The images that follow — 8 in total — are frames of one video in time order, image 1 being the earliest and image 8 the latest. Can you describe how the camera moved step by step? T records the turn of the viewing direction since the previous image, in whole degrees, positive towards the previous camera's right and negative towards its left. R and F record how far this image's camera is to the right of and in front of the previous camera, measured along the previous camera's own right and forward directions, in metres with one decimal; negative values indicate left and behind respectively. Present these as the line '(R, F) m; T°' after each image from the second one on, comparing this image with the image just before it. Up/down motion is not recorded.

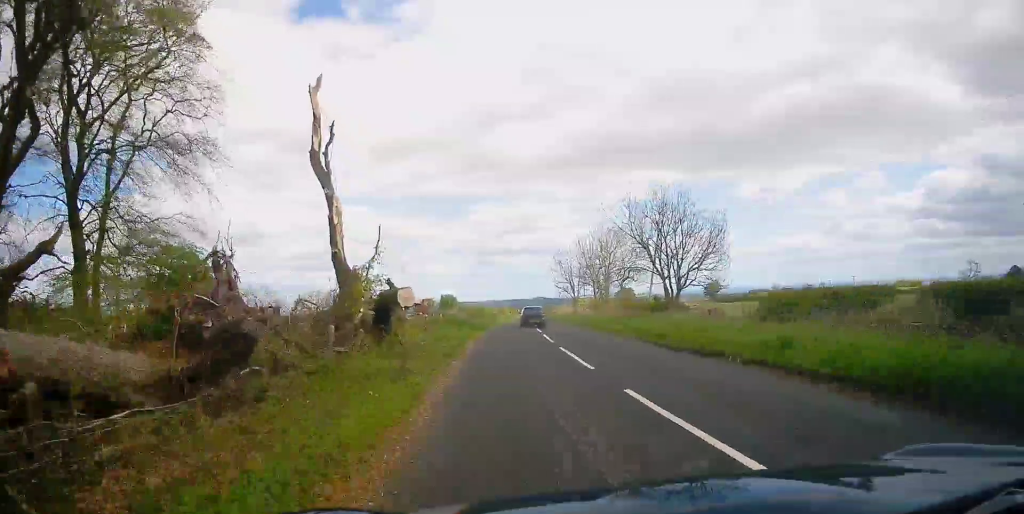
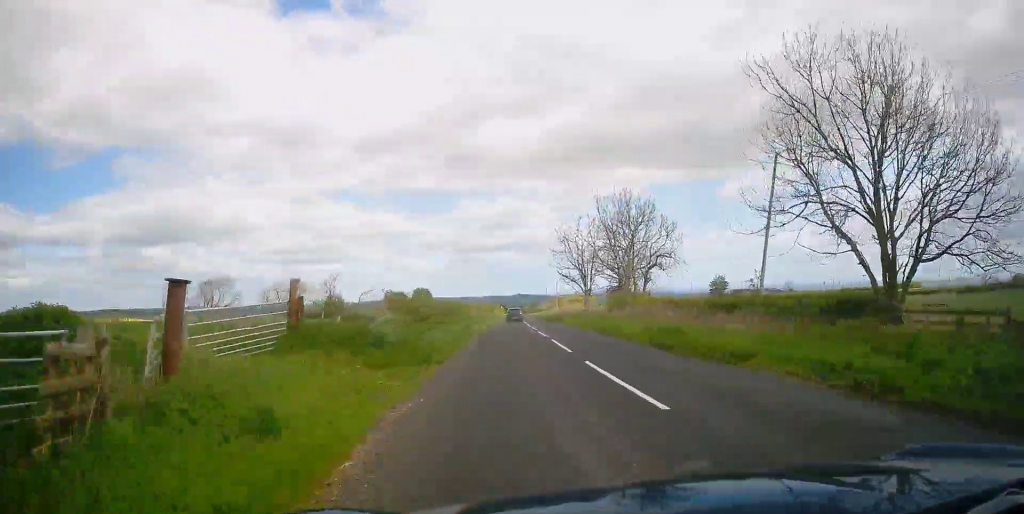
(-0.6, +22.0) m; 0°
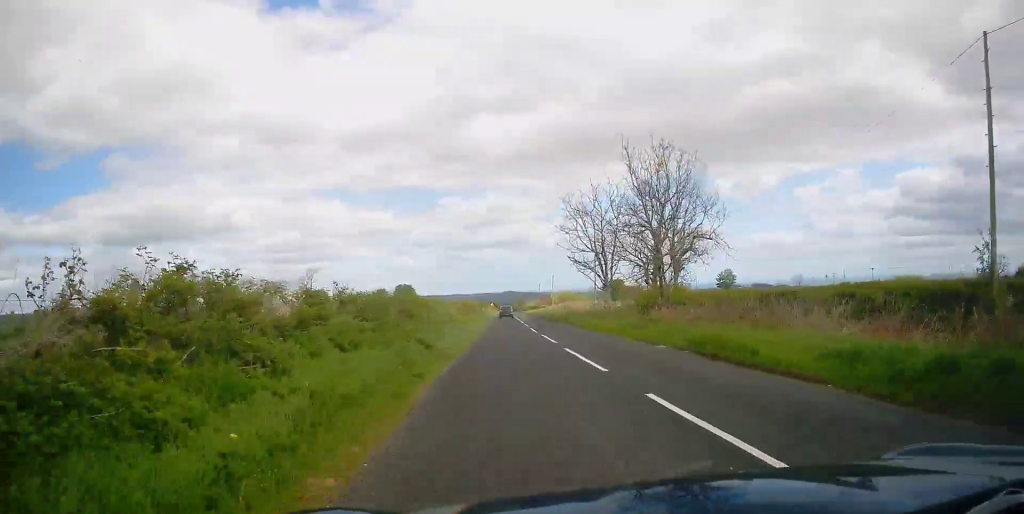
(+0.4, +13.9) m; +3°
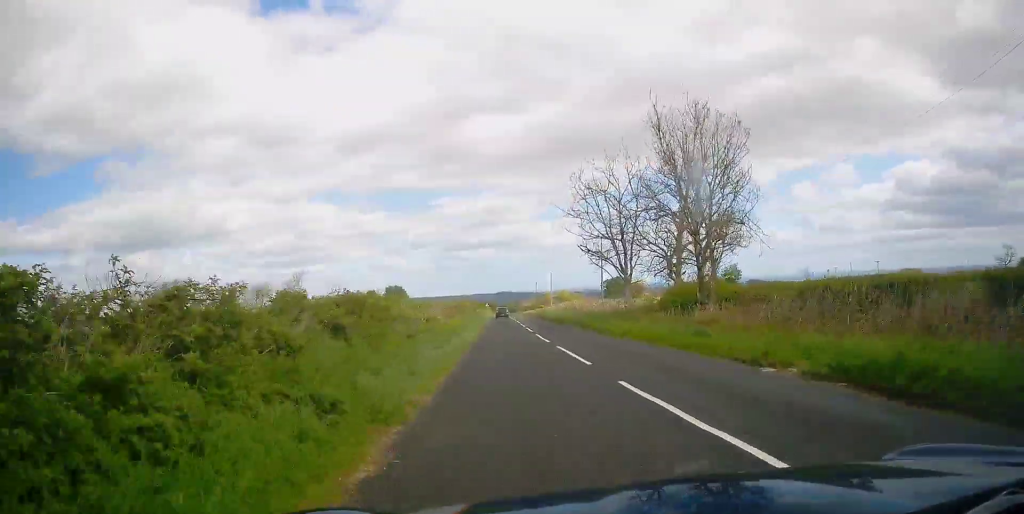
(+0.1, +7.2) m; +1°
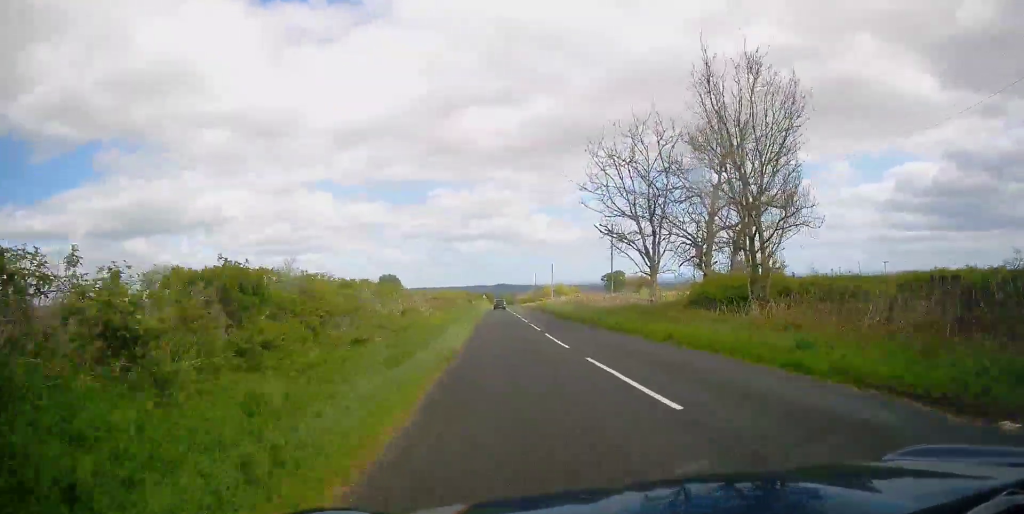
(0.0, +6.1) m; 0°
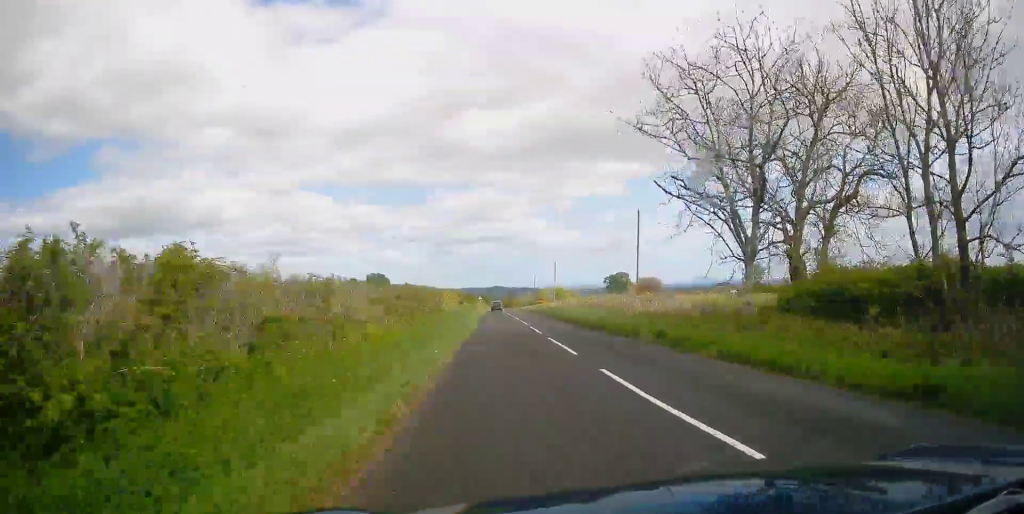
(0.0, +11.1) m; +1°
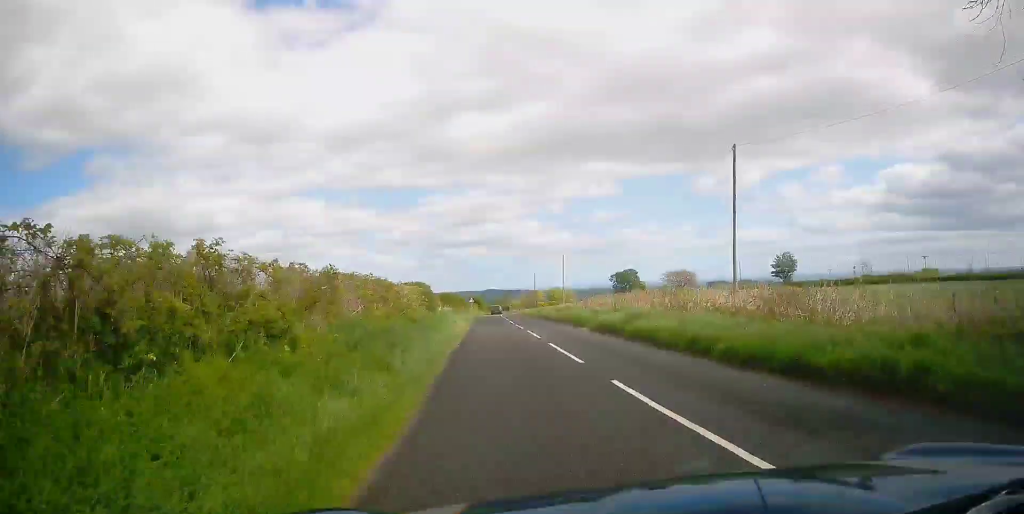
(+0.3, +19.4) m; 0°
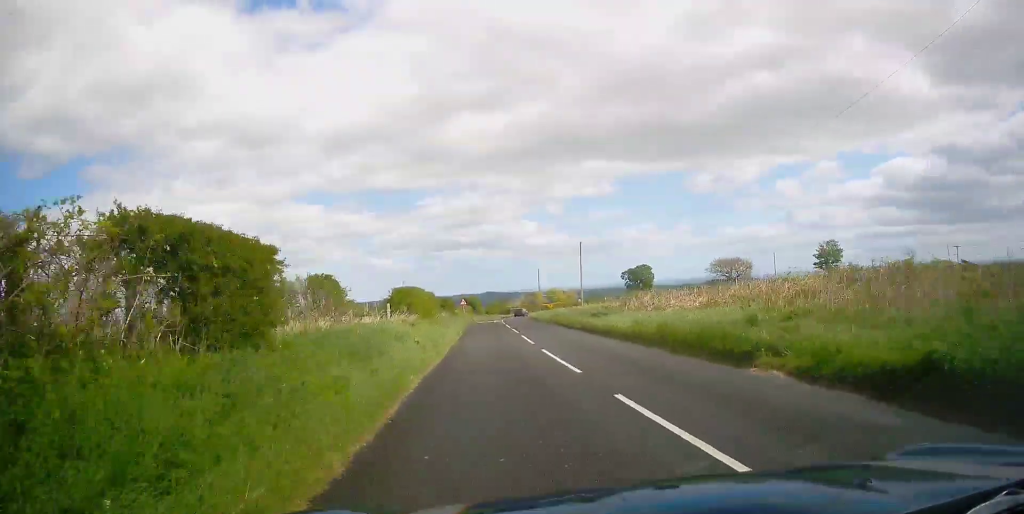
(-0.2, +19.1) m; +1°
